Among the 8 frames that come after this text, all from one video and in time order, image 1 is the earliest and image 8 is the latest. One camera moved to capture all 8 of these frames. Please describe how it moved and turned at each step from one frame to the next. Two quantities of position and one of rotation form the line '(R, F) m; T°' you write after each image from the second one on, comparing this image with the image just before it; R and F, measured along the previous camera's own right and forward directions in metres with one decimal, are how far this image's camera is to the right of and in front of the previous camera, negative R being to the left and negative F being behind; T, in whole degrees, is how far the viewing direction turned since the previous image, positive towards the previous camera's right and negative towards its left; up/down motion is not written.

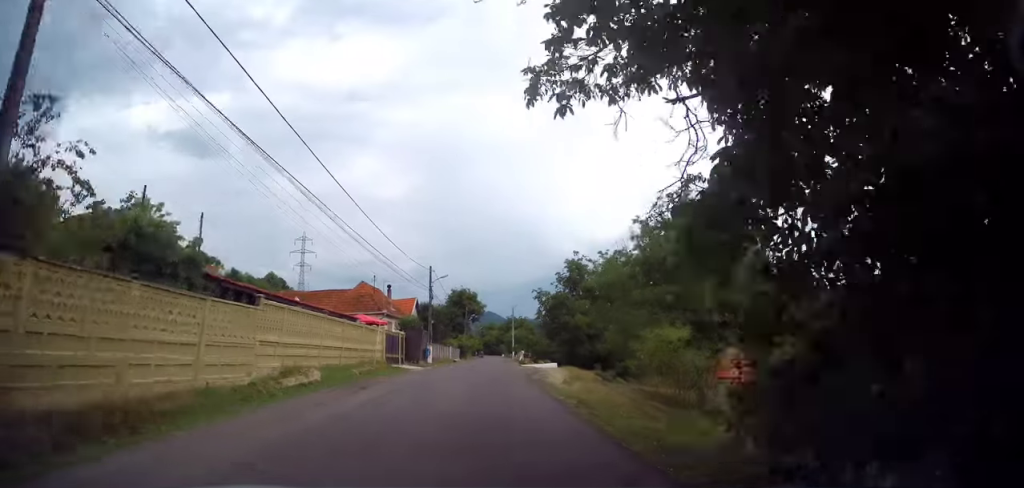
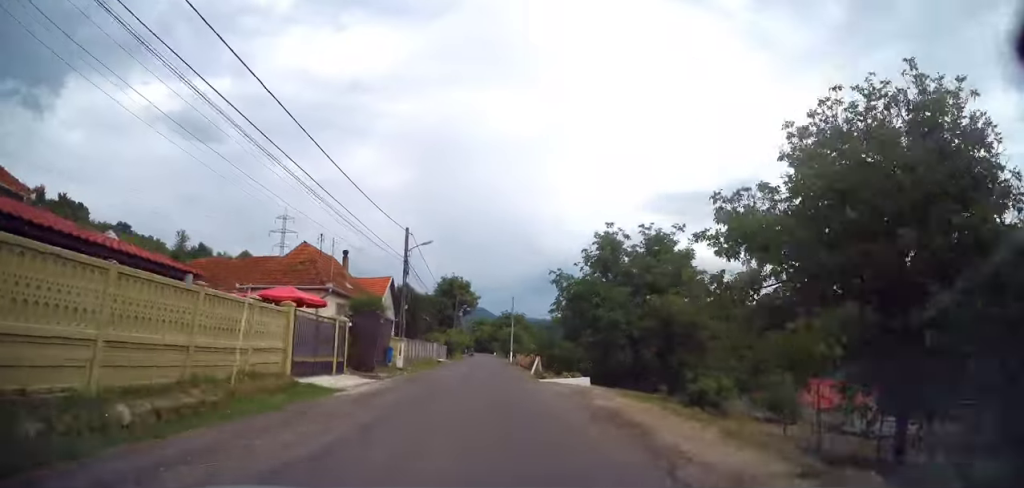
(+0.3, +14.2) m; +1°
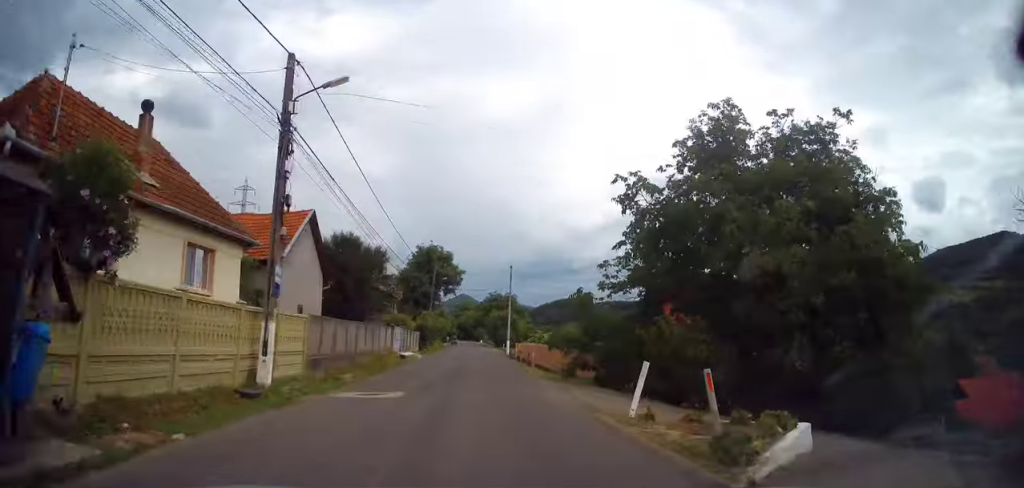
(+0.2, +19.2) m; +1°
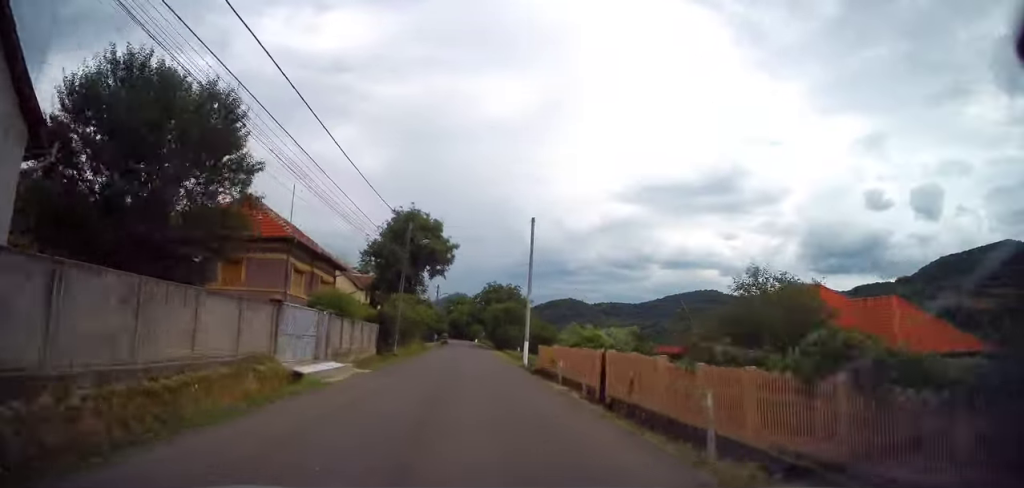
(+0.3, +20.0) m; +1°
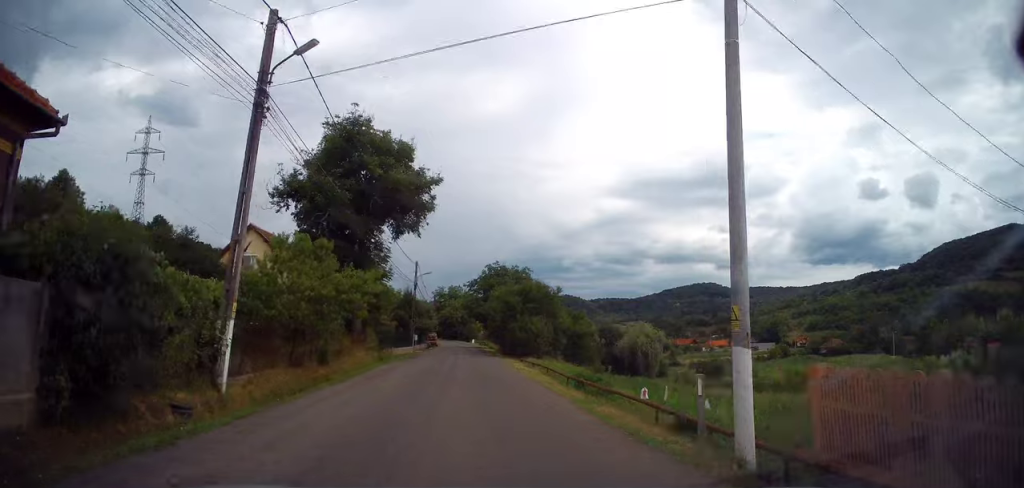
(+0.3, +23.6) m; 0°
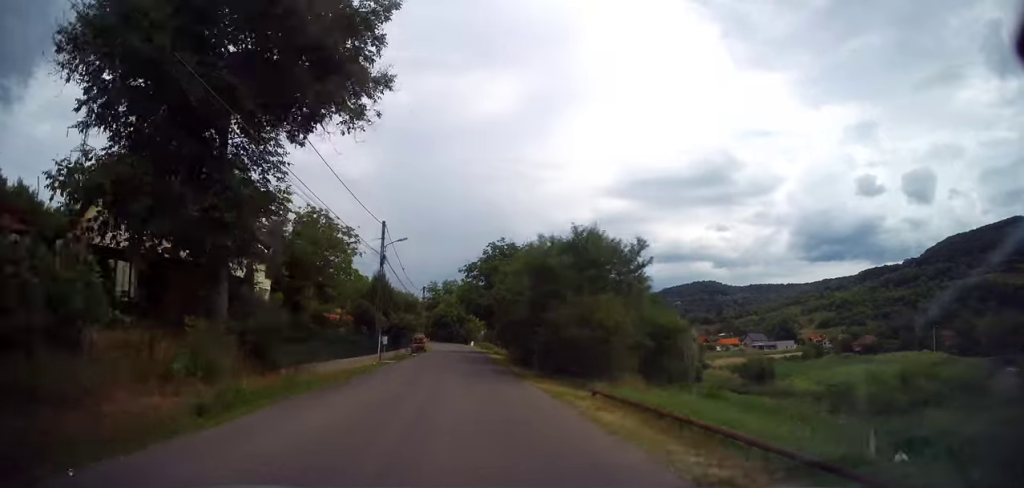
(-0.2, +18.0) m; -1°
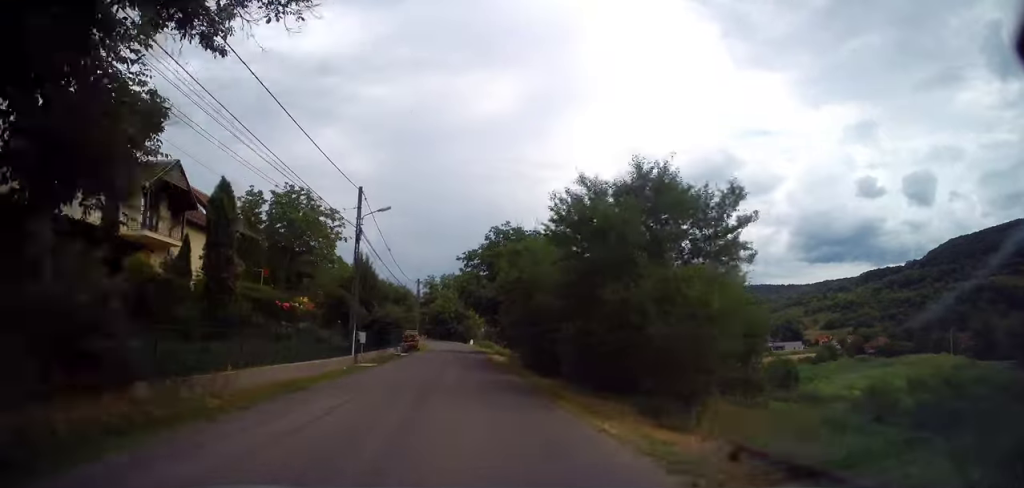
(0.0, +7.0) m; 0°
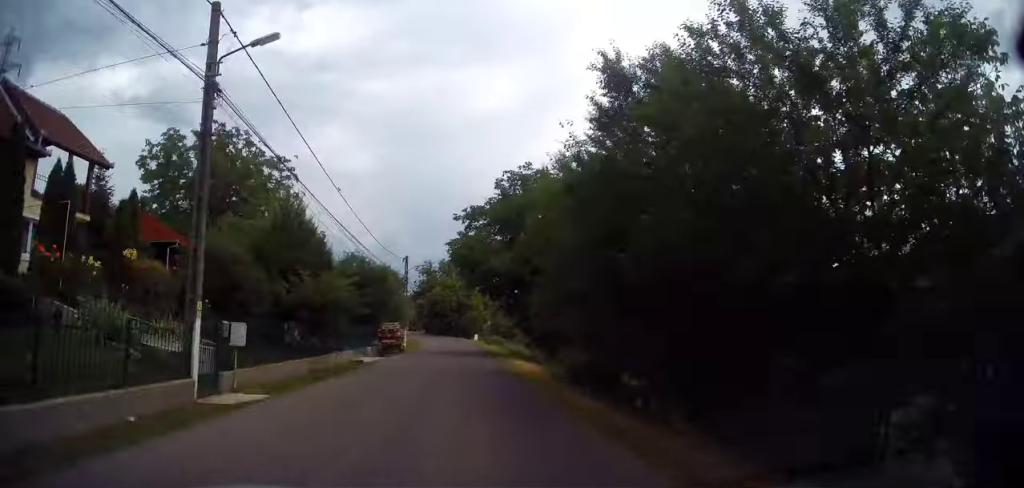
(0.0, +15.2) m; +1°
